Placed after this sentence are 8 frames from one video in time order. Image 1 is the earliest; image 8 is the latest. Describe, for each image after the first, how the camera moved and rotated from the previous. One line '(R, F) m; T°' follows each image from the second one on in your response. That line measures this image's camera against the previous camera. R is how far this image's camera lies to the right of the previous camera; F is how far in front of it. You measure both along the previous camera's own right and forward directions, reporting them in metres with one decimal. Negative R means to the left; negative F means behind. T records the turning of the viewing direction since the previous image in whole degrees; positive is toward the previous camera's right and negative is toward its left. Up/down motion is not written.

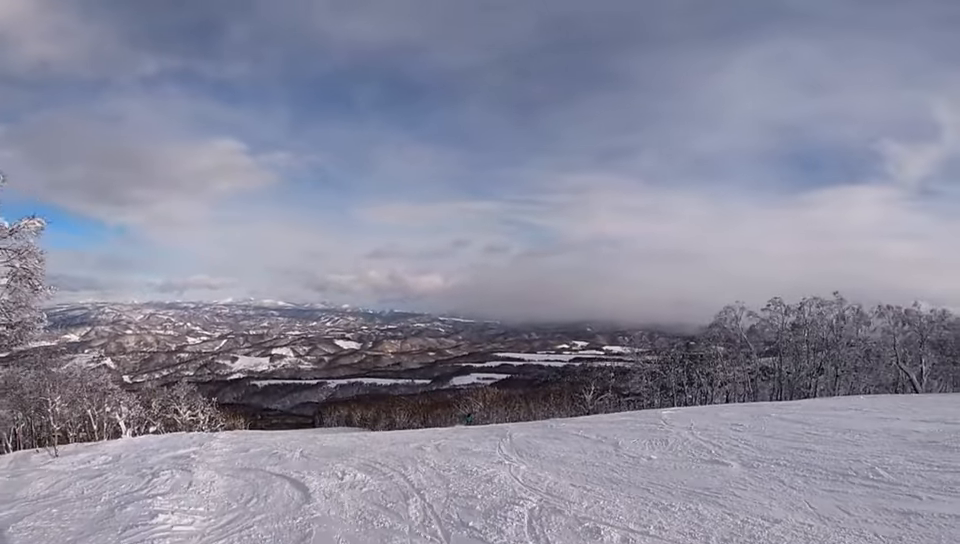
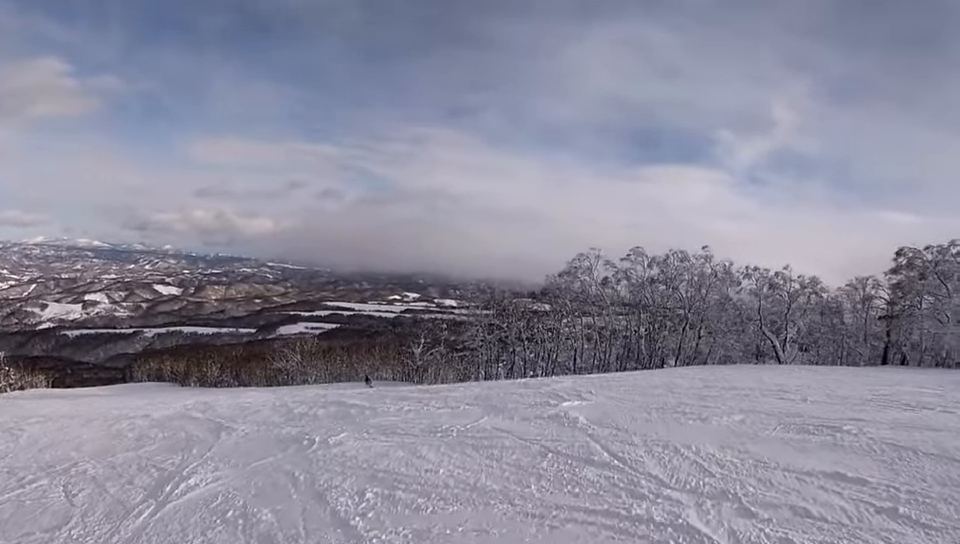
(+2.6, +9.8) m; +32°
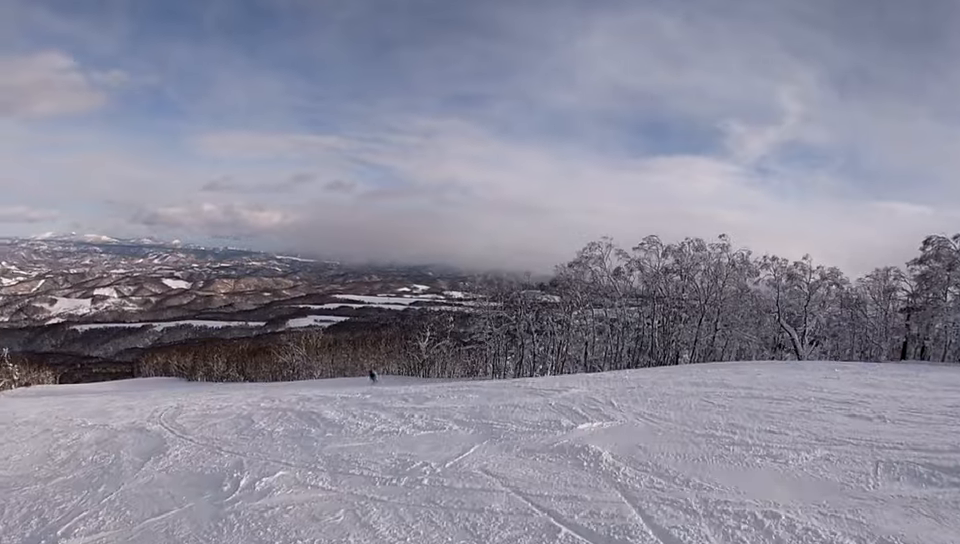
(+0.1, +2.1) m; 0°
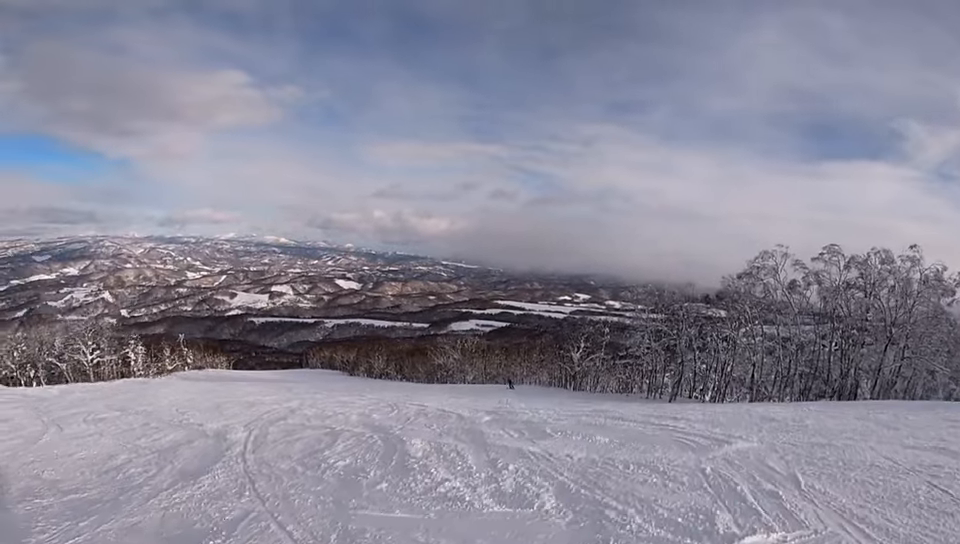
(+0.1, +2.6) m; -5°
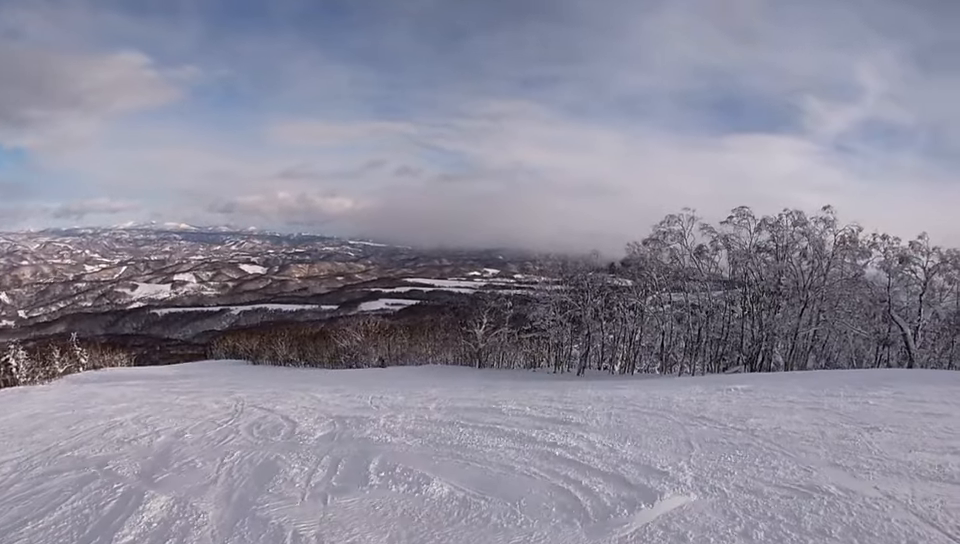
(-0.4, +3.6) m; -5°
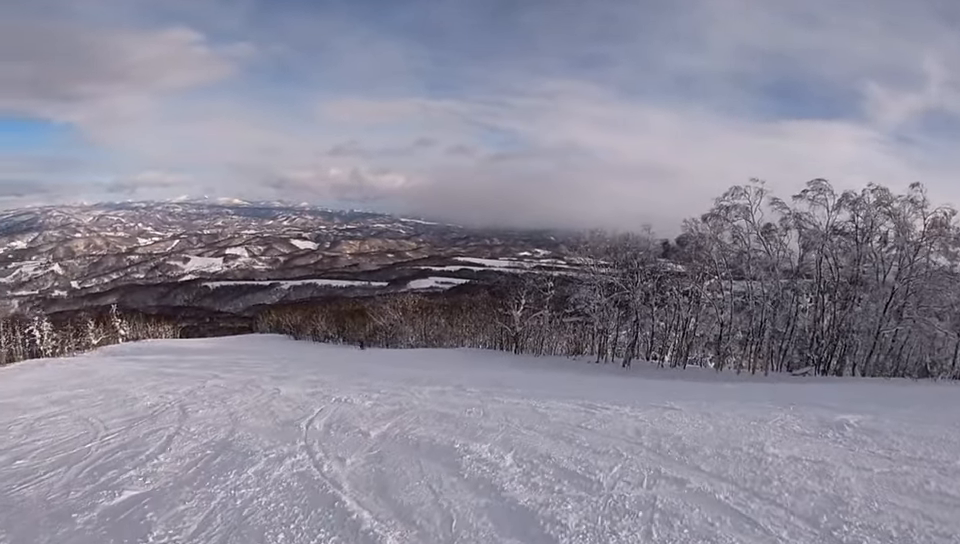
(-0.1, +5.5) m; -17°
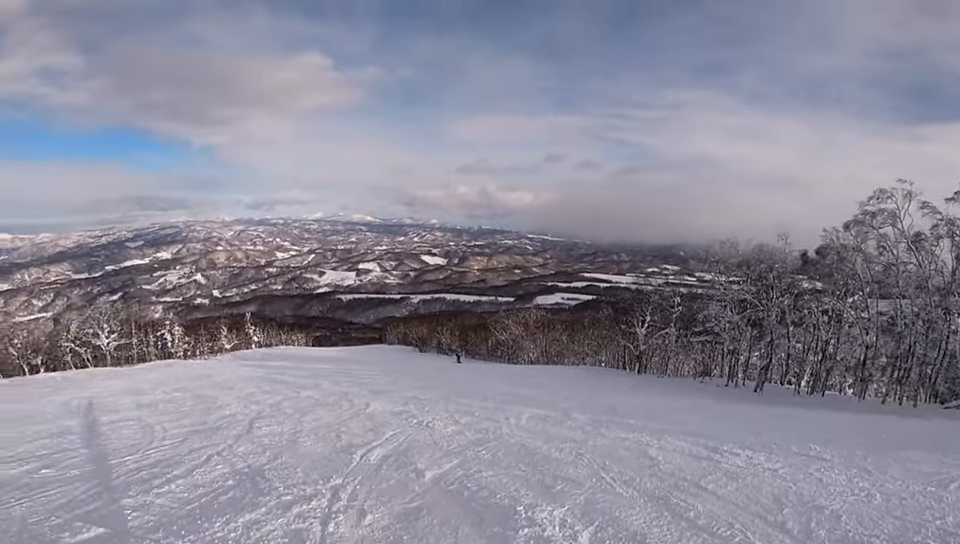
(+0.5, +2.0) m; -9°
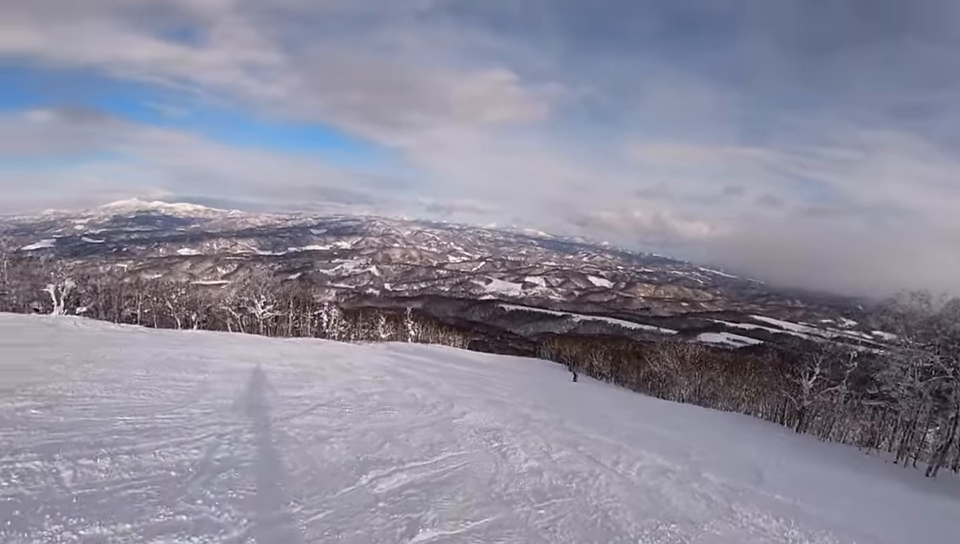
(-1.2, +2.4) m; -16°
